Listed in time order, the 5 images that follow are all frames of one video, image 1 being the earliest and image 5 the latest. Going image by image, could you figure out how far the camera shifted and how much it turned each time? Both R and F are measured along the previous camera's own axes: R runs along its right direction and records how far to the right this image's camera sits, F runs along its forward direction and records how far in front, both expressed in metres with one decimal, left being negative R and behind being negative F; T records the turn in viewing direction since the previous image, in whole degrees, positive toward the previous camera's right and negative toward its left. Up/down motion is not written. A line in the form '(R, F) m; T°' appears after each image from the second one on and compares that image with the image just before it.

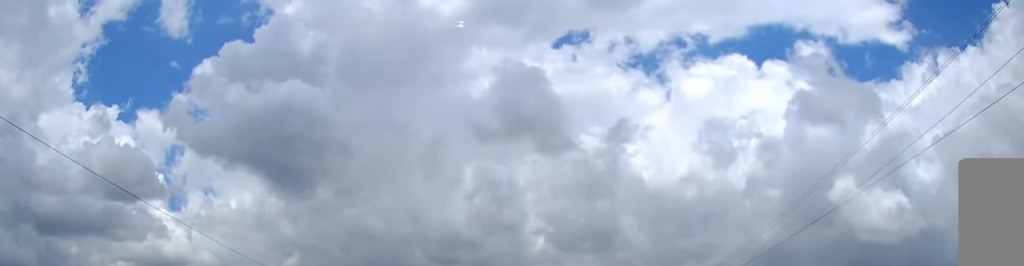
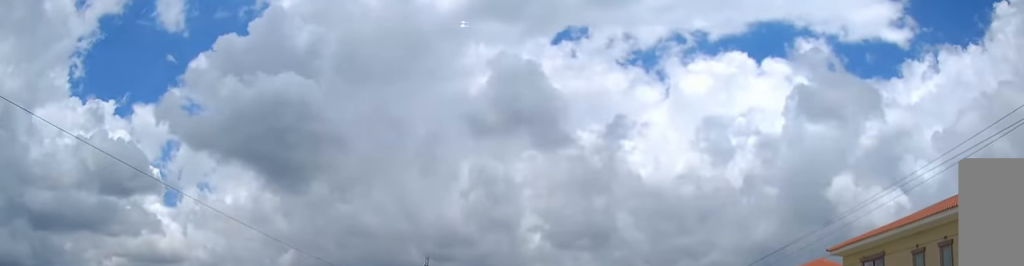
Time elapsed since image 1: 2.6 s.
(+0.4, +34.2) m; +1°
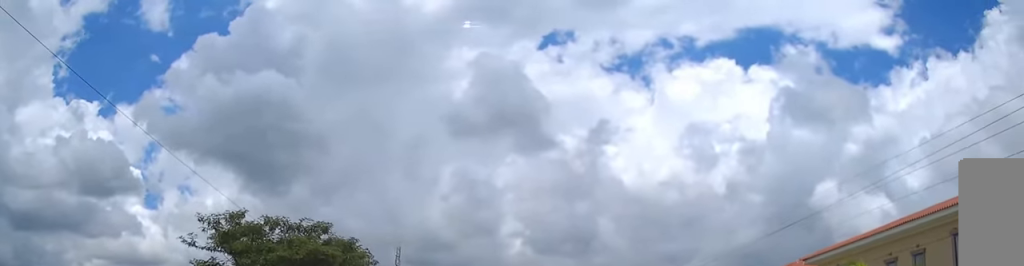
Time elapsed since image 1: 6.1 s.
(0.0, +45.1) m; +1°
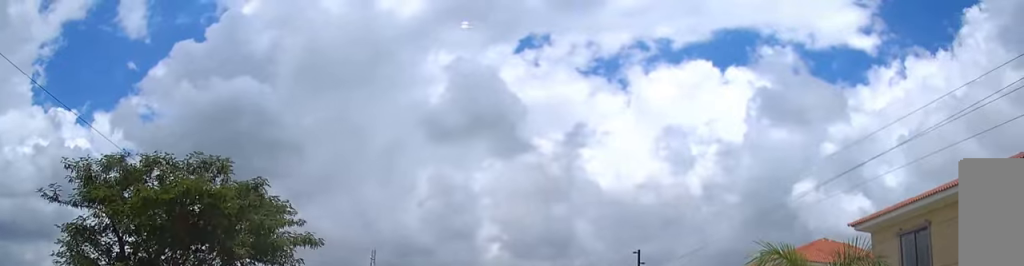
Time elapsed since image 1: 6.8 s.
(0.0, +7.8) m; +1°
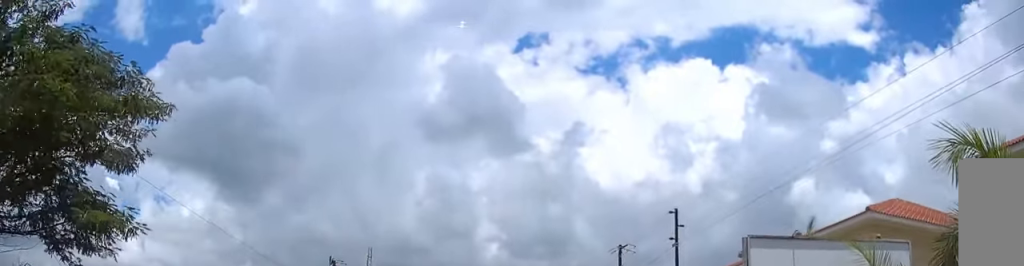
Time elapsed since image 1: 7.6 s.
(+0.2, +9.4) m; +2°
